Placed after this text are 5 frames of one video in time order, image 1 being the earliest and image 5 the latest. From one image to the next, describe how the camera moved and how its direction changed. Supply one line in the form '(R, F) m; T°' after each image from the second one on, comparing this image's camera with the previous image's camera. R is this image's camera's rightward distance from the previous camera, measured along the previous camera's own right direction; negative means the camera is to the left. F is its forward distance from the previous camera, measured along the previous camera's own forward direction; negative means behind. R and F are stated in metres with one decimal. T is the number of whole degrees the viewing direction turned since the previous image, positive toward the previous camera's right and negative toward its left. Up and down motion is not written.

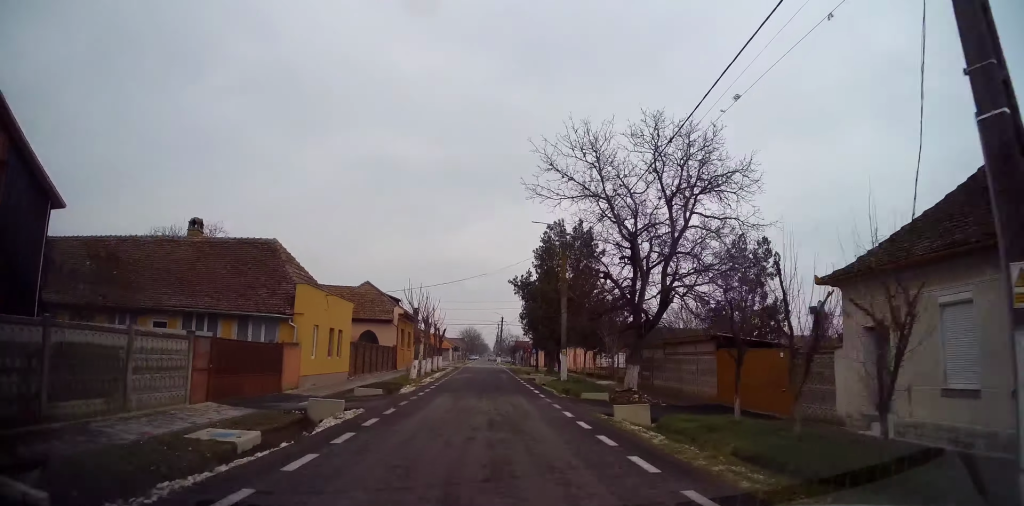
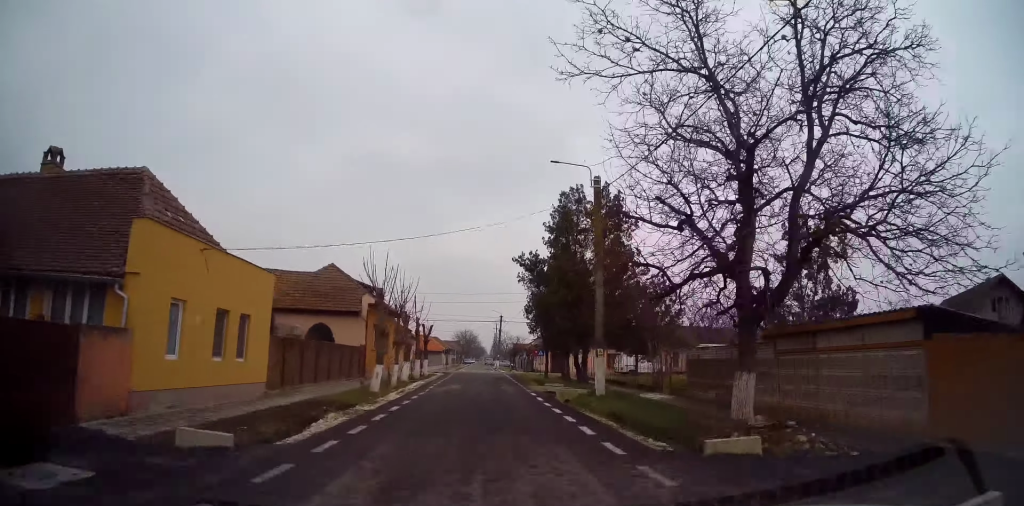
(-0.2, +10.0) m; 0°
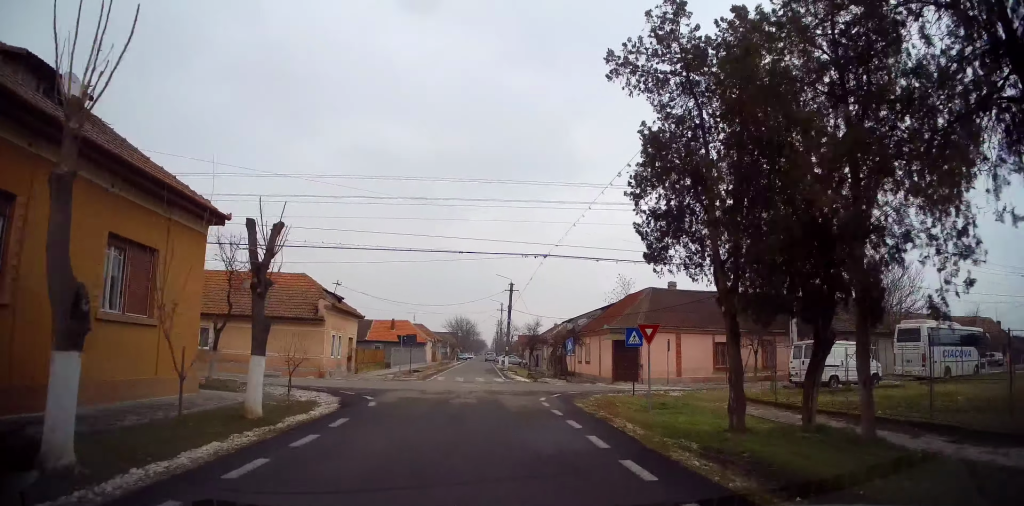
(+0.2, +31.0) m; +2°
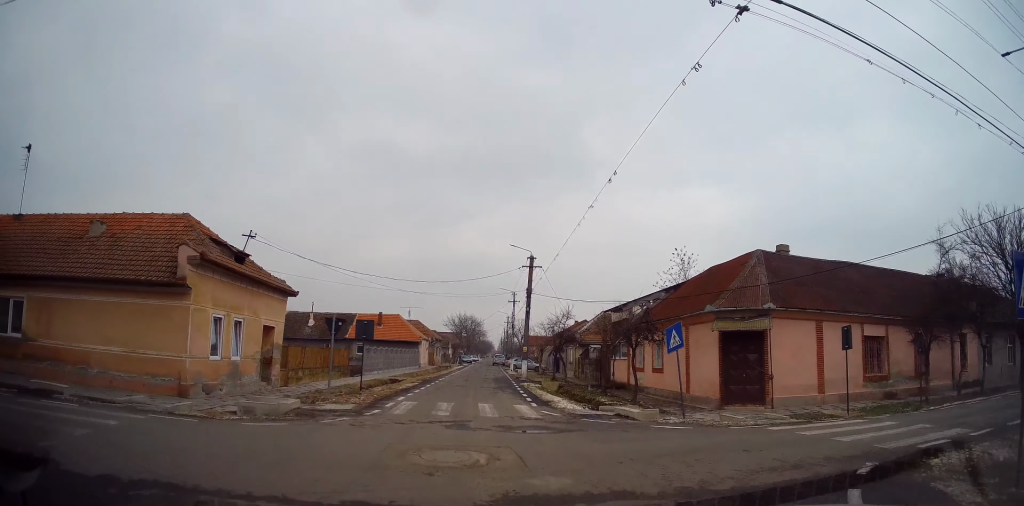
(-0.3, +18.1) m; -6°
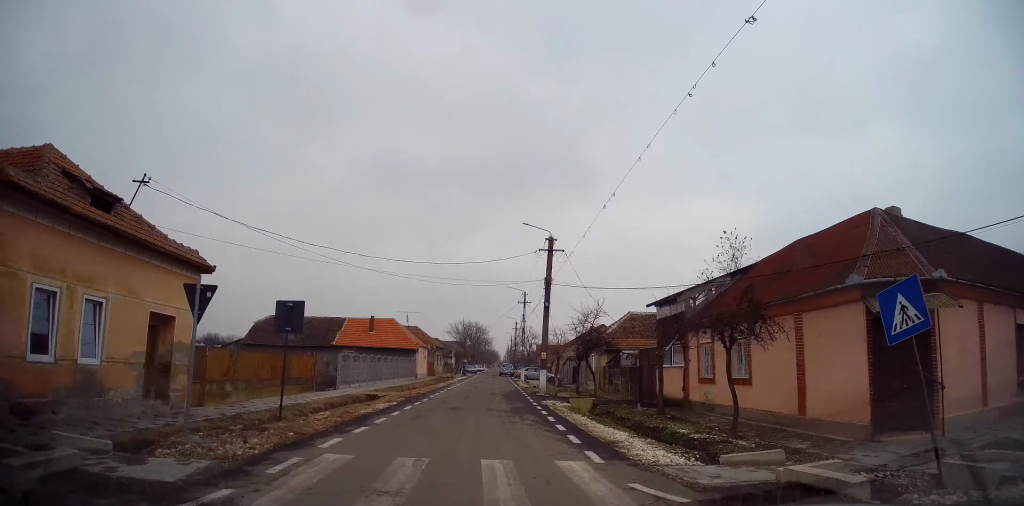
(+0.2, +8.7) m; +5°
